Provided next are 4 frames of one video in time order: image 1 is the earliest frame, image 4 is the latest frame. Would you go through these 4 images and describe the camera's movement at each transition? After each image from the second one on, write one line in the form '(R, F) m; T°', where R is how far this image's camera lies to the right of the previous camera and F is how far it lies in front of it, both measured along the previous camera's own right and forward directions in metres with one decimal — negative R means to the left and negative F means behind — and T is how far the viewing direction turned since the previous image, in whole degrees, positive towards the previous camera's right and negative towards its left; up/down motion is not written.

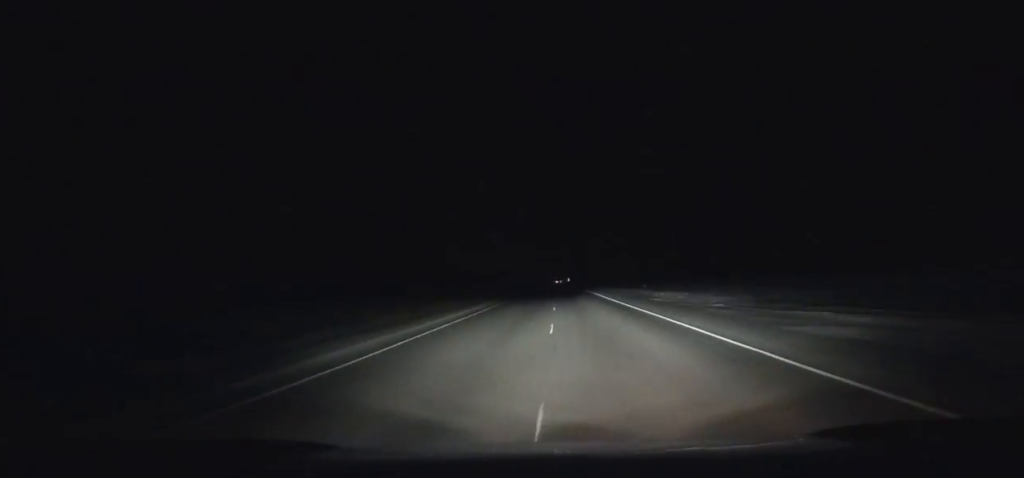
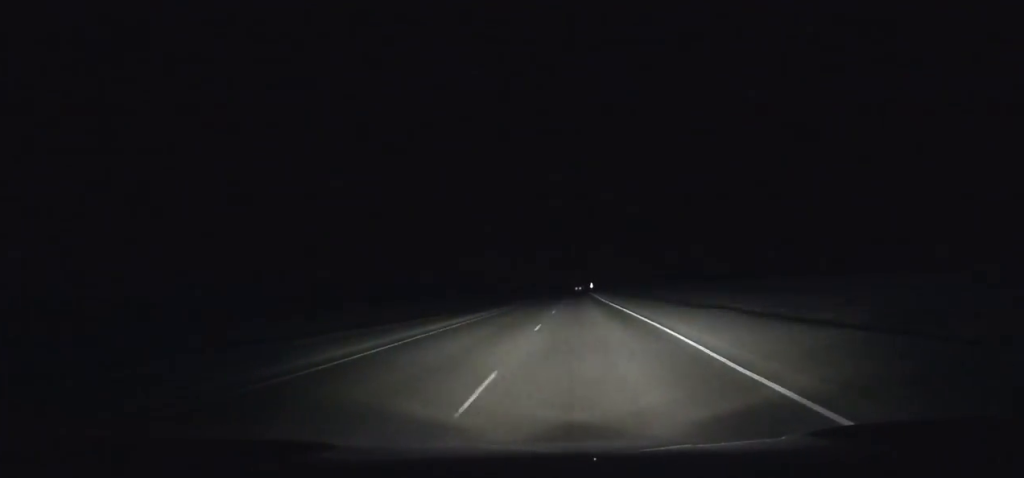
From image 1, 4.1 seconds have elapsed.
(-1.1, +104.5) m; -1°
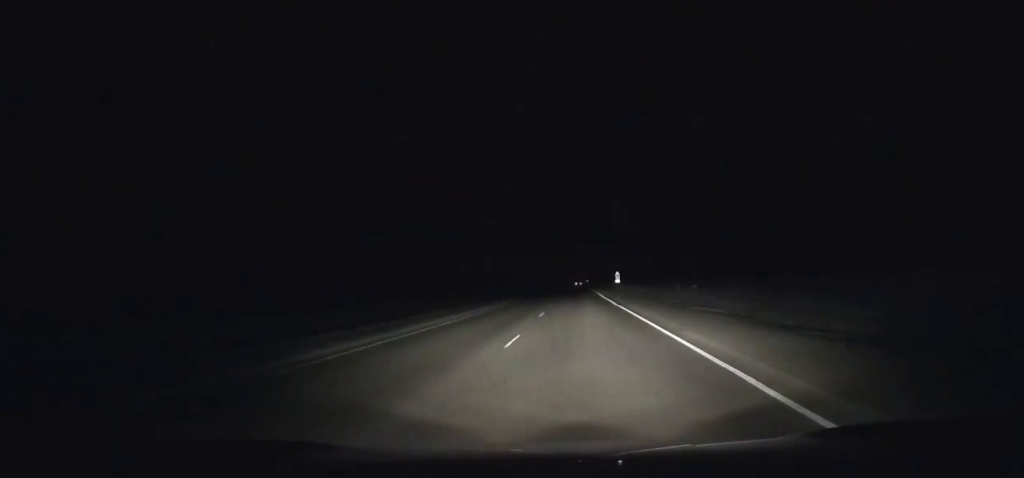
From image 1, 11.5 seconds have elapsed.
(-1.2, +195.6) m; -1°
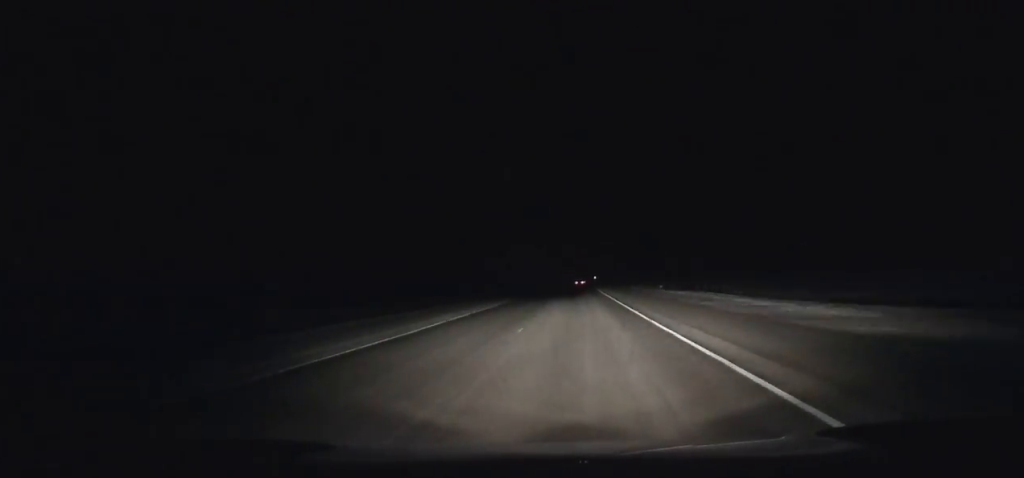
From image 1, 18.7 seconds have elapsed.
(-1.0, +190.4) m; 0°
